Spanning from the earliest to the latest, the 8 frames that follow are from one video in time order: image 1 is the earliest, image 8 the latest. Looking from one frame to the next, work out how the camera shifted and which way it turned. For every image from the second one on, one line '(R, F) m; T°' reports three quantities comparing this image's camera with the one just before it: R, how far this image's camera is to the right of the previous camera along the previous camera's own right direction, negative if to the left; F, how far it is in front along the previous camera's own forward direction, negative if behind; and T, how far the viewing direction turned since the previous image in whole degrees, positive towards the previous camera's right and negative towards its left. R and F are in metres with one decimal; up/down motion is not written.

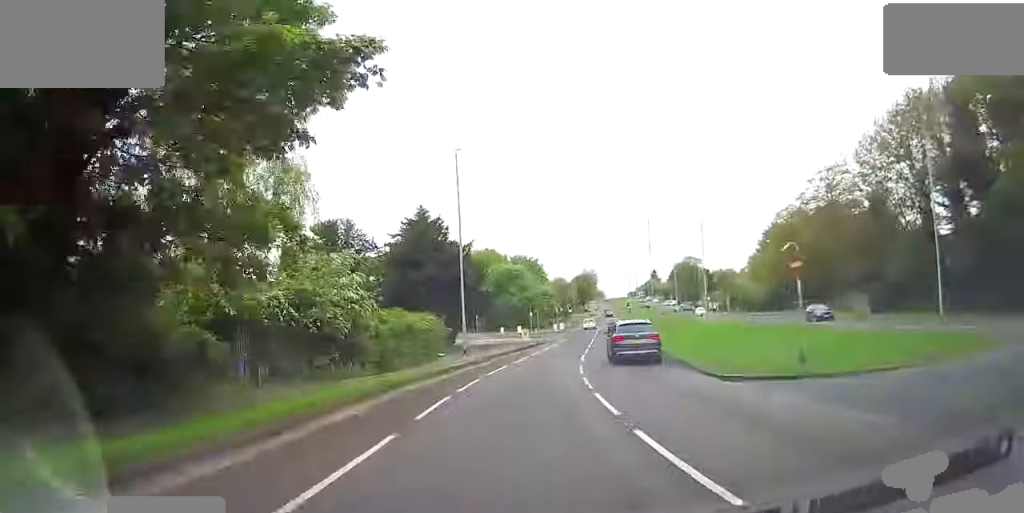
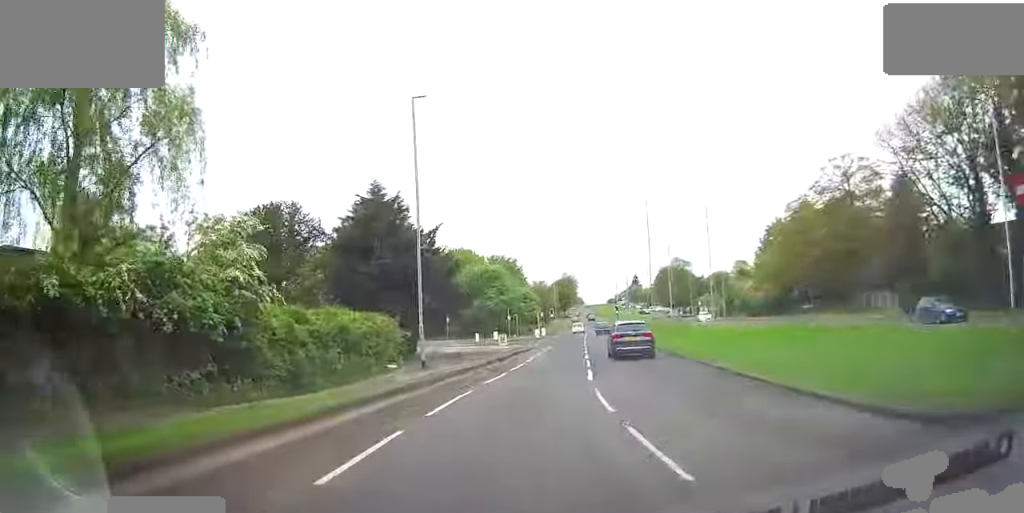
(+0.5, +9.6) m; +5°
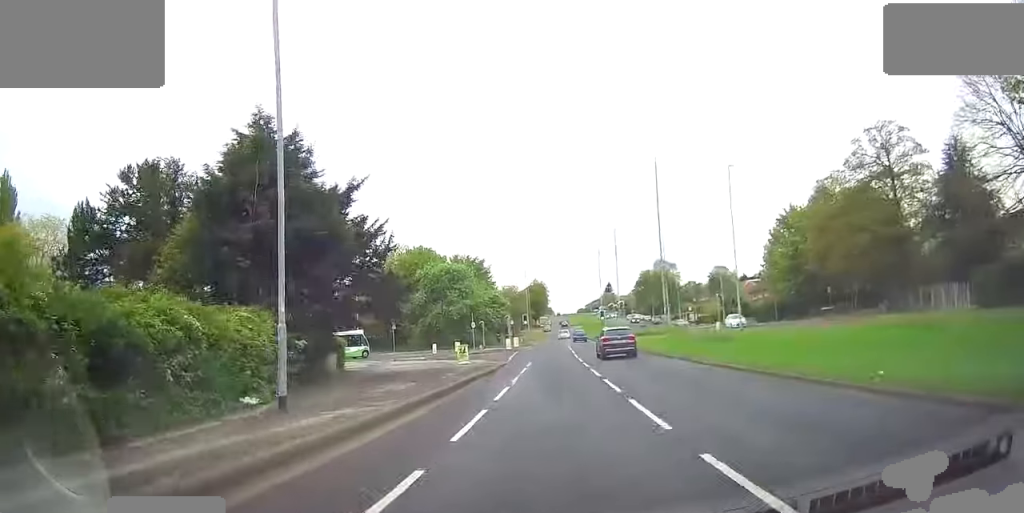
(+0.8, +14.7) m; +5°
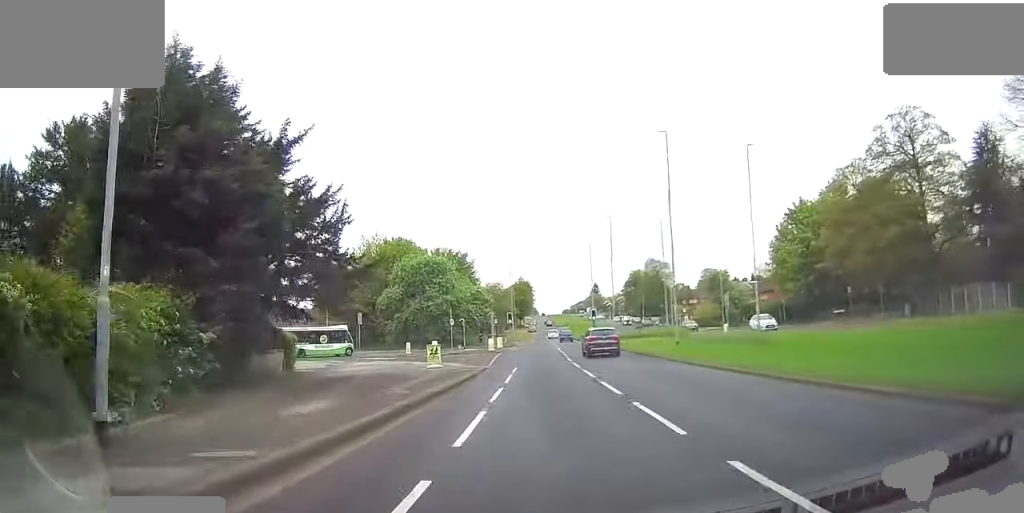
(0.0, +6.5) m; +1°
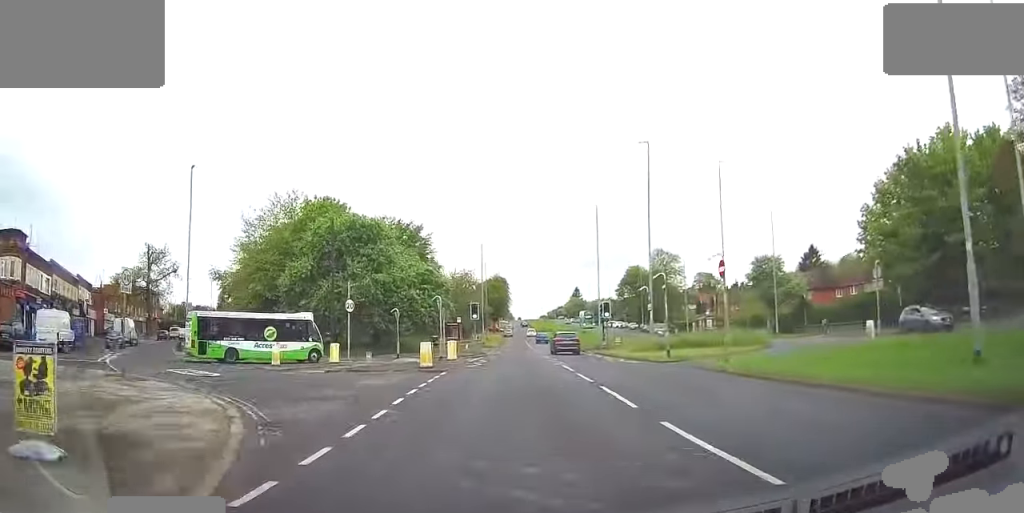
(+0.8, +26.2) m; +4°
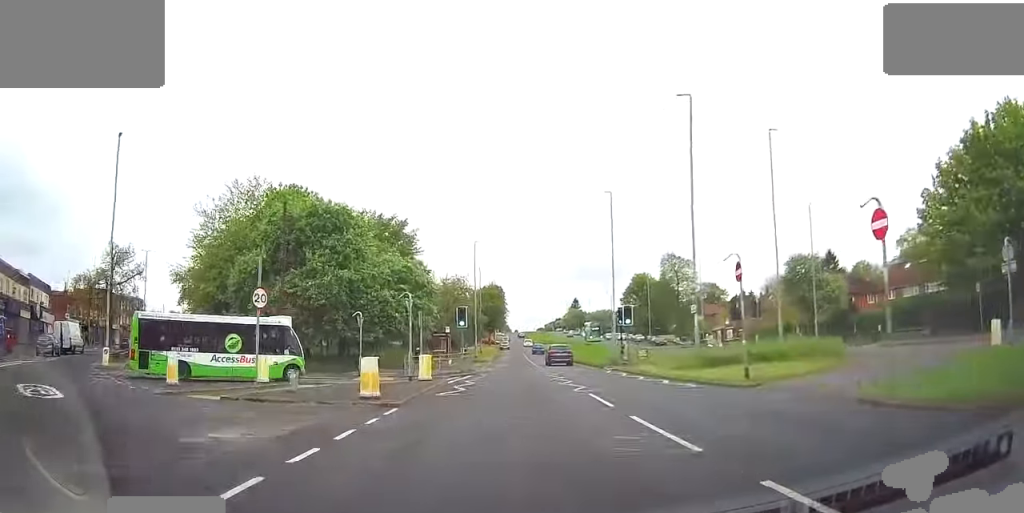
(+0.5, +9.4) m; 0°
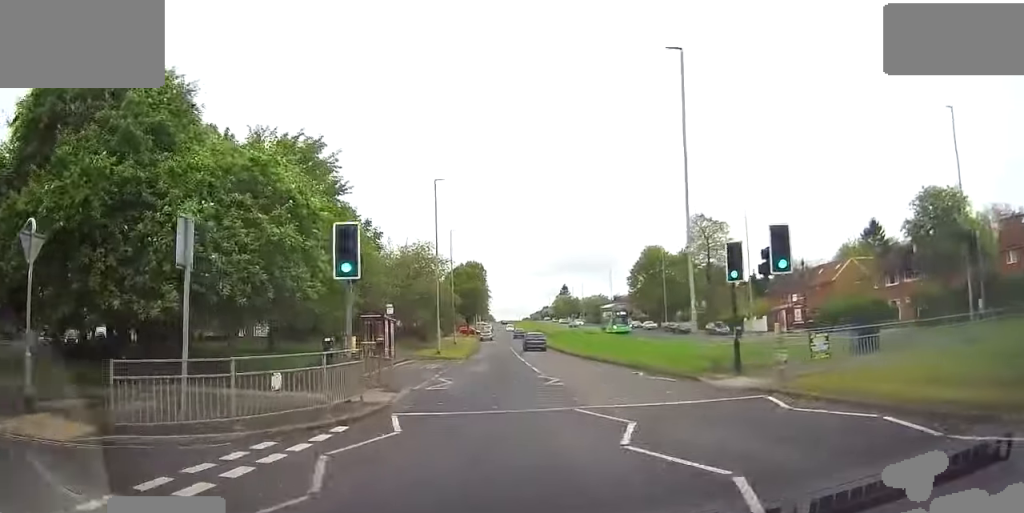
(-0.1, +23.0) m; +1°
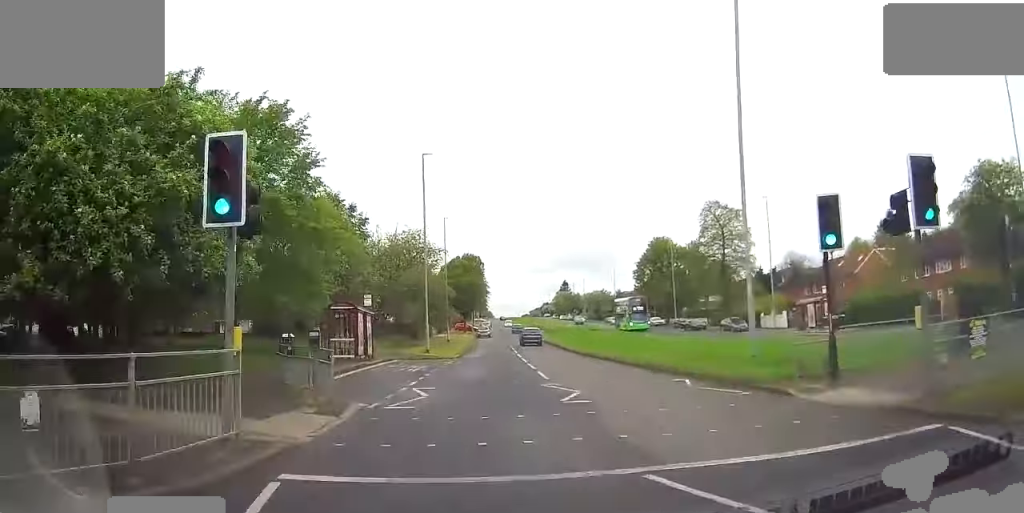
(+0.1, +5.8) m; 0°
